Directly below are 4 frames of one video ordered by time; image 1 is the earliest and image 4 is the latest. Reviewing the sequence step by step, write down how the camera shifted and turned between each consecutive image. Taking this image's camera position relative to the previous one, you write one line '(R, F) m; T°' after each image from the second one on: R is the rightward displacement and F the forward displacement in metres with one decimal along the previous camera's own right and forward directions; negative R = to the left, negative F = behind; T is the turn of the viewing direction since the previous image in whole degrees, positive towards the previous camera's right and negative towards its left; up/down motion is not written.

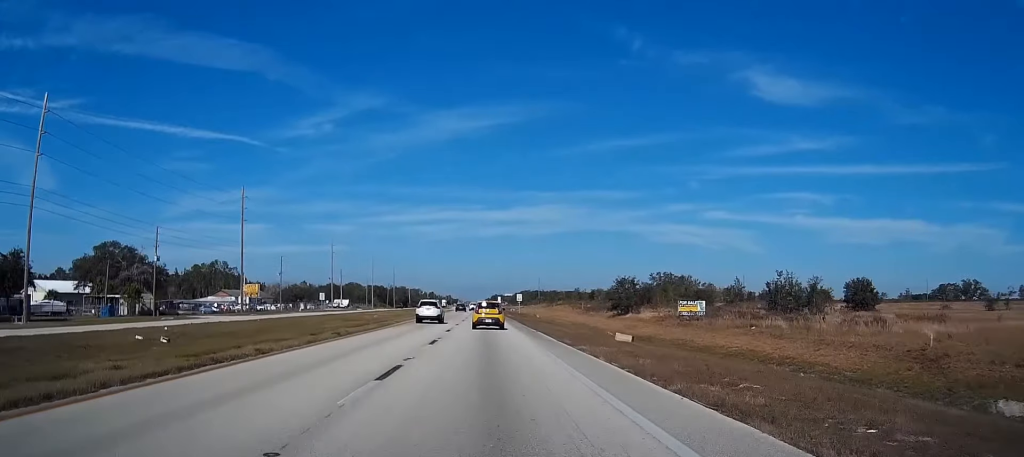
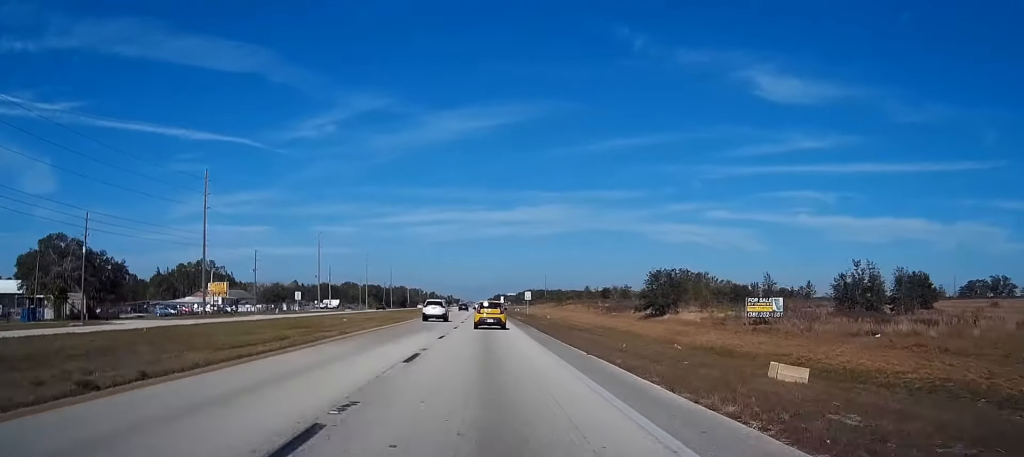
(-0.3, +20.1) m; 0°
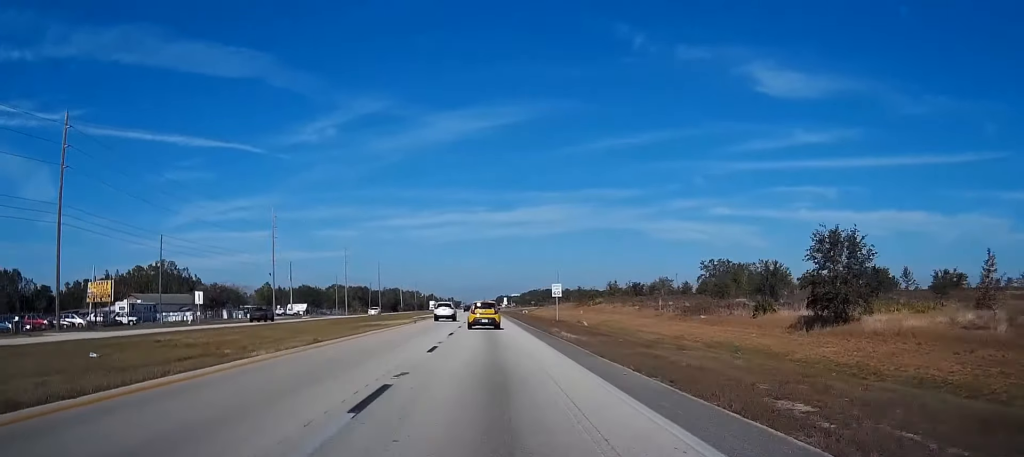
(+0.5, +44.4) m; +1°
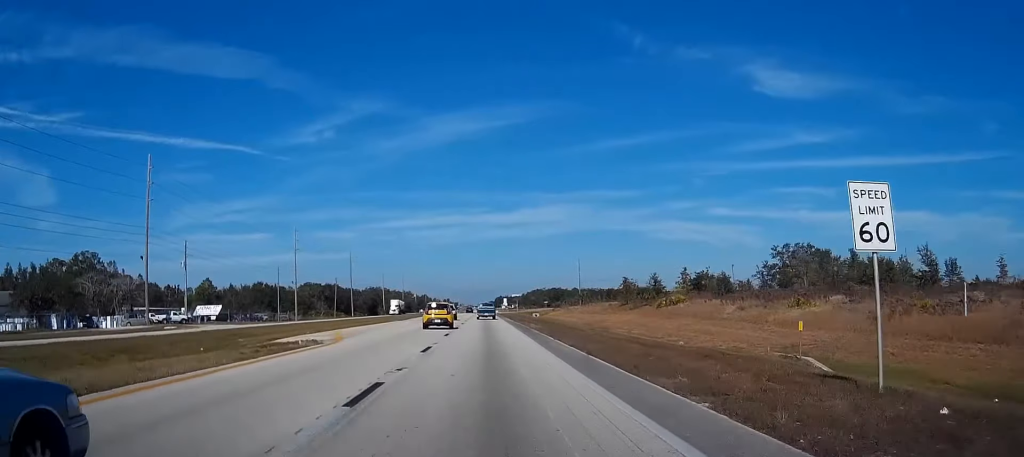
(-0.7, +60.7) m; -2°
